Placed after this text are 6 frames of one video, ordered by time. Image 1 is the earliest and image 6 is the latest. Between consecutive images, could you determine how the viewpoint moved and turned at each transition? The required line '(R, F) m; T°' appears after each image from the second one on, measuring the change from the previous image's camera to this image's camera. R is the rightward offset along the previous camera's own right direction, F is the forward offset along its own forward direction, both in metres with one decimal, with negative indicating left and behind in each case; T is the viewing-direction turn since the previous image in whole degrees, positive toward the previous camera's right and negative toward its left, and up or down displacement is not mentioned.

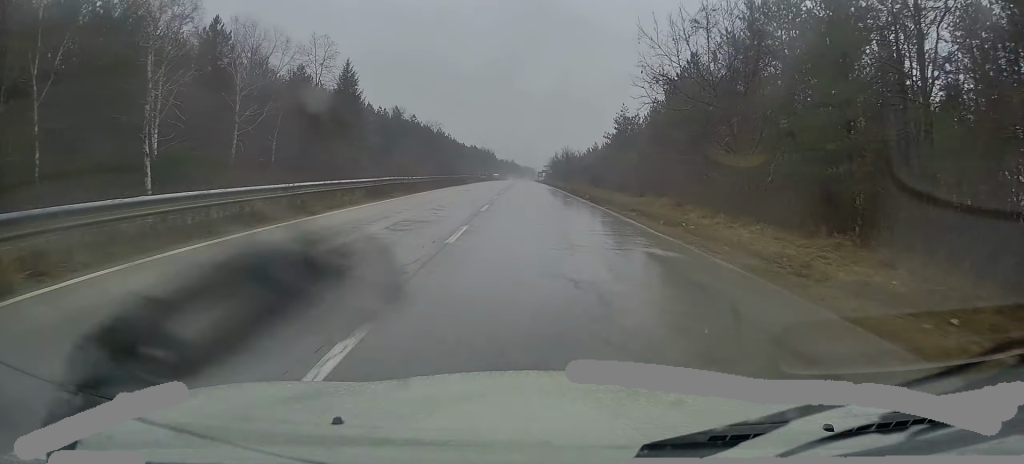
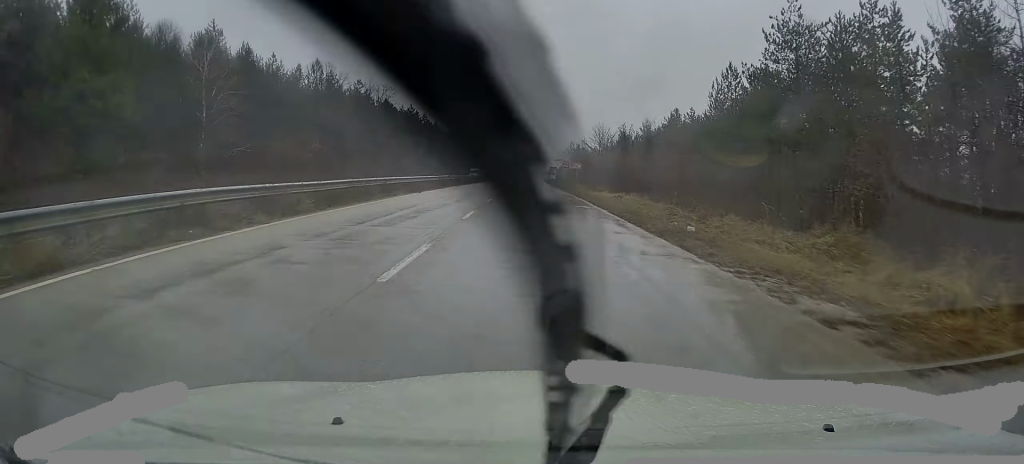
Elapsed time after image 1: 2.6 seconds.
(-0.8, +57.0) m; -1°
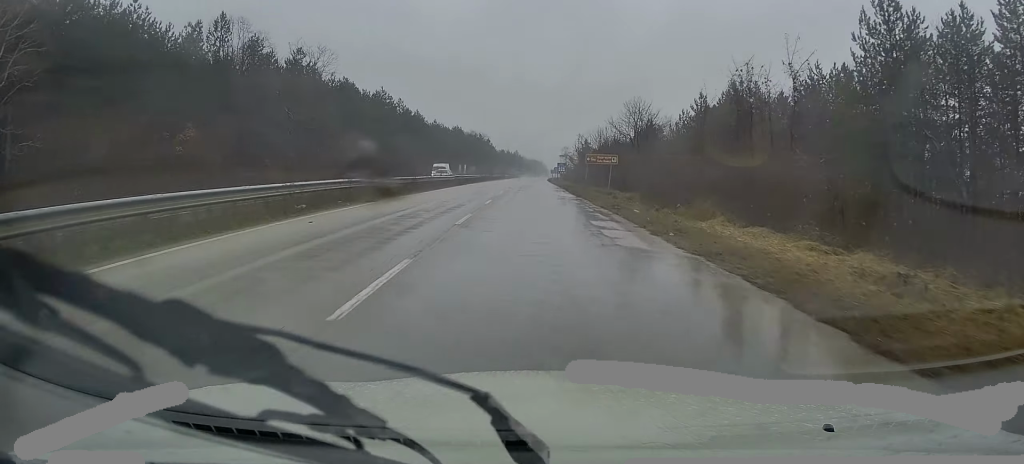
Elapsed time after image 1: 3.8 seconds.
(+0.1, +28.2) m; 0°
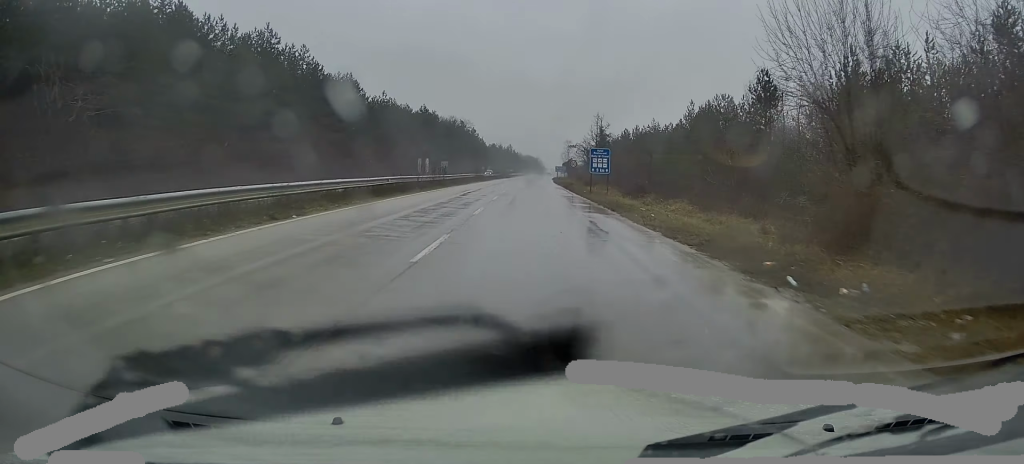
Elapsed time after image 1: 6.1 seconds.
(+0.5, +50.8) m; +2°
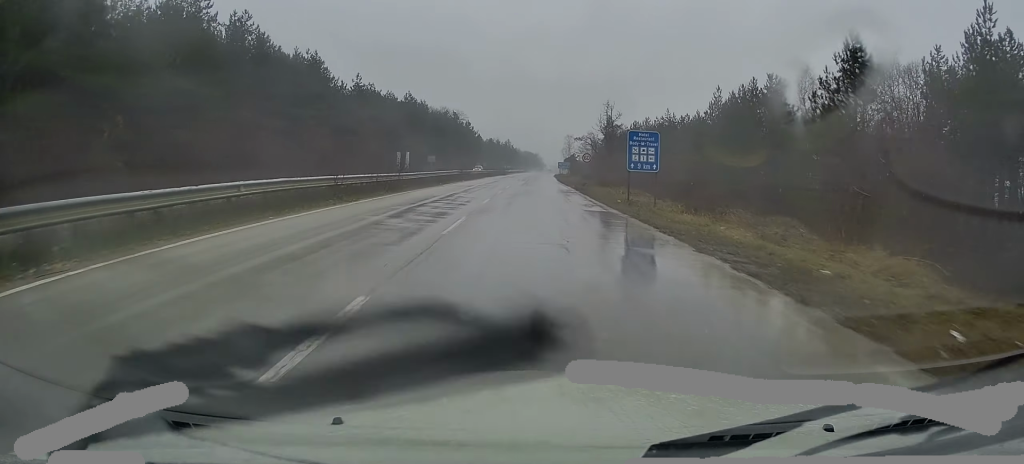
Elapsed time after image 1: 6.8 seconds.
(+0.1, +15.4) m; 0°
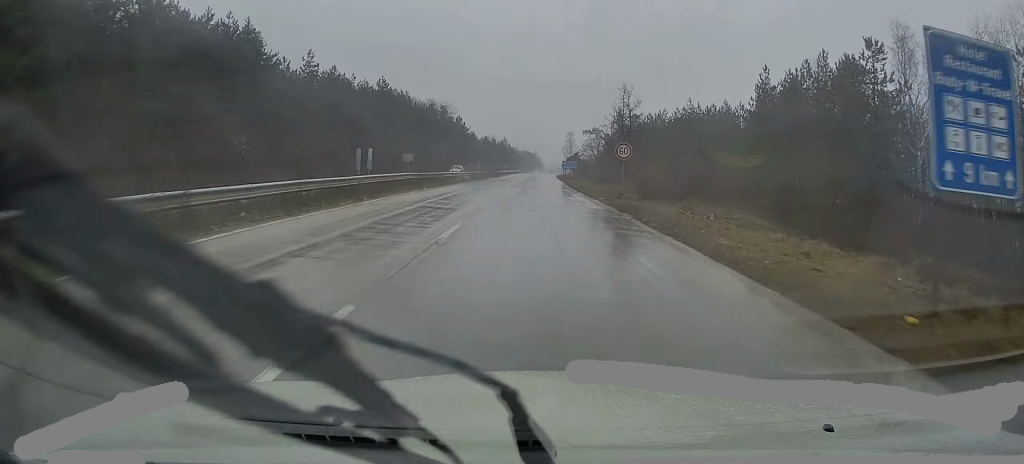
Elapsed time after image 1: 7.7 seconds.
(-0.1, +19.6) m; 0°
